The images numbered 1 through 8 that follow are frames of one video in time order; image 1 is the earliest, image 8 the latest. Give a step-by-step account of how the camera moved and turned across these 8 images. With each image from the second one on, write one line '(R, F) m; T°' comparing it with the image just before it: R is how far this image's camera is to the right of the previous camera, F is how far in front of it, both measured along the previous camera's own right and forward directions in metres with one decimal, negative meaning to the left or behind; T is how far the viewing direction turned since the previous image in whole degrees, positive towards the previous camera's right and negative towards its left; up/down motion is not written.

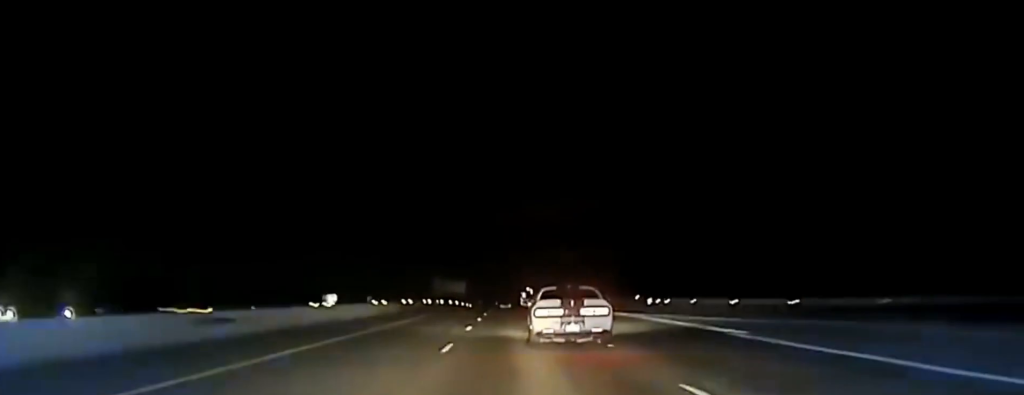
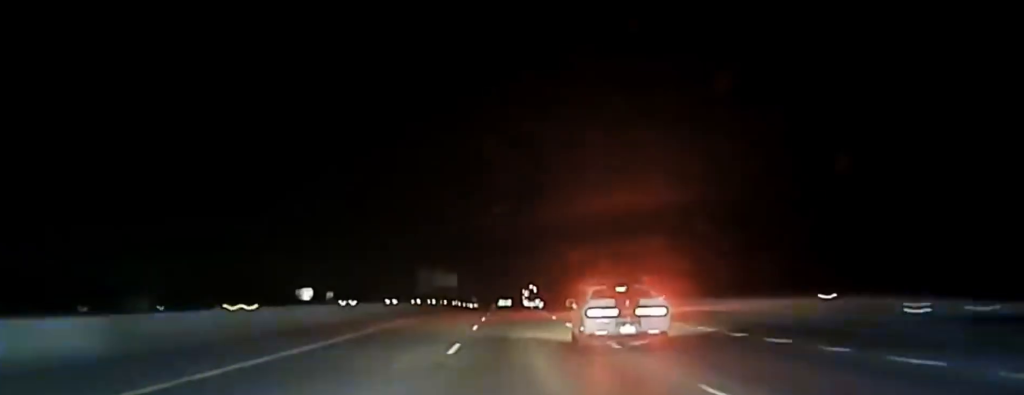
(+0.3, +48.8) m; 0°
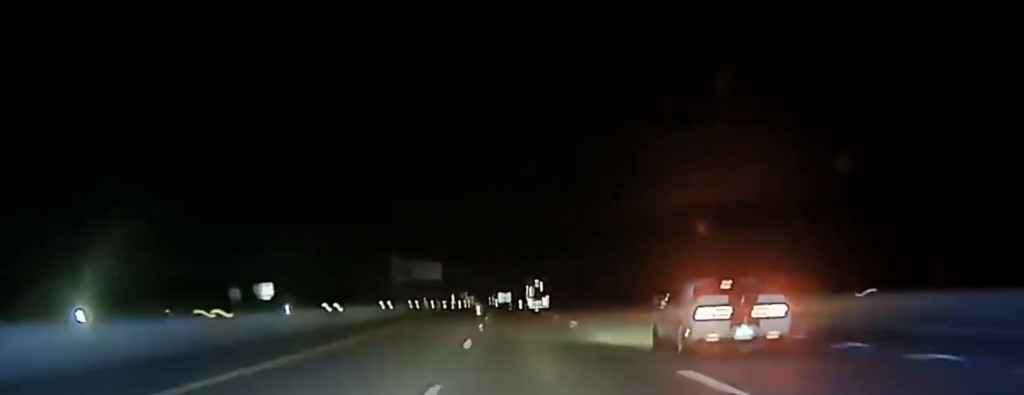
(-0.2, +58.2) m; 0°
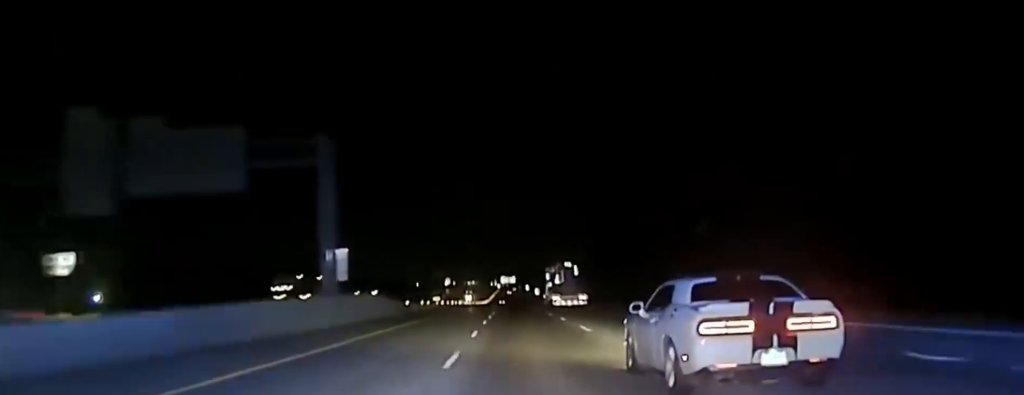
(+0.2, +138.8) m; 0°
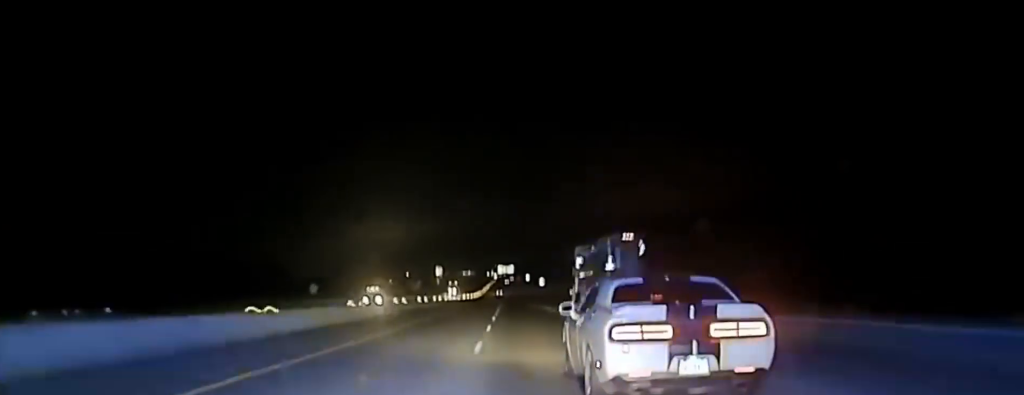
(0.0, +80.4) m; 0°
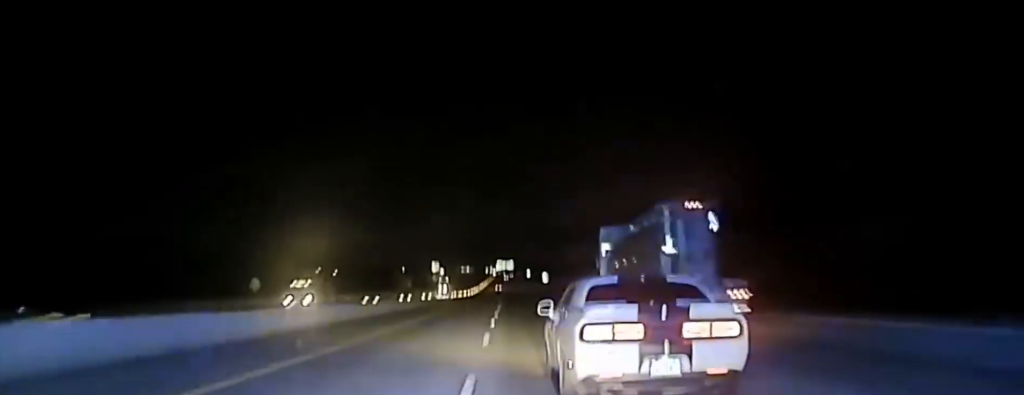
(-0.2, +30.6) m; 0°
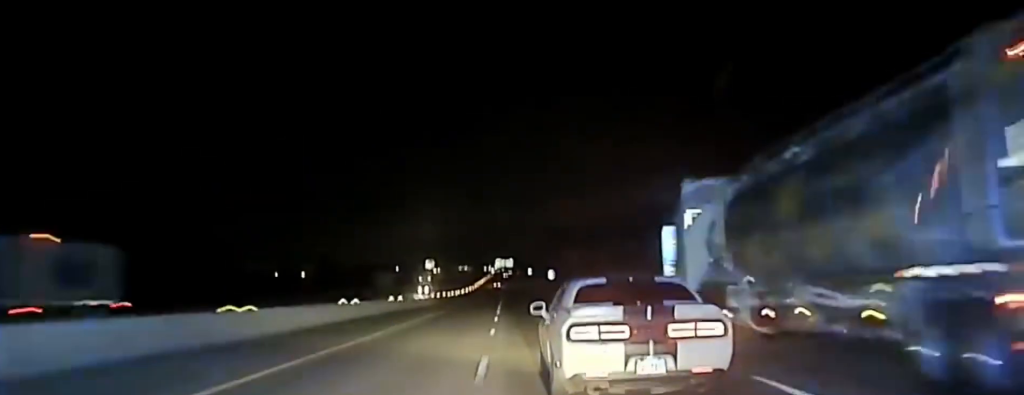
(+0.6, +45.5) m; 0°
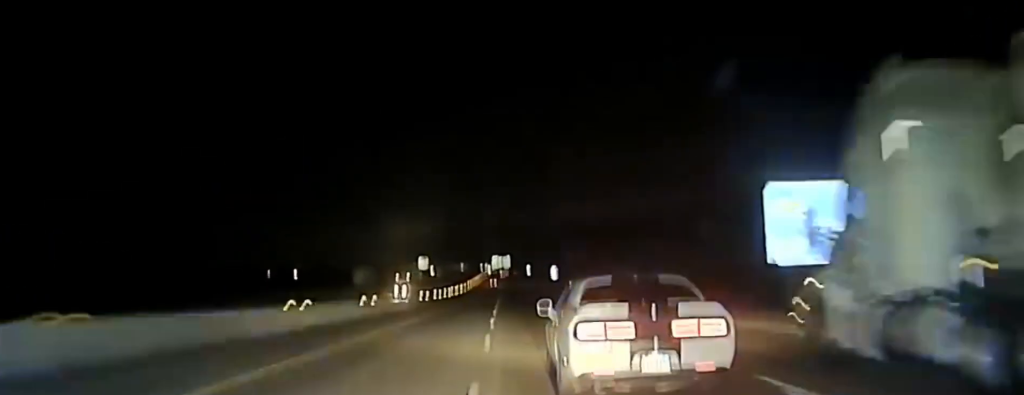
(-0.1, +27.6) m; 0°
